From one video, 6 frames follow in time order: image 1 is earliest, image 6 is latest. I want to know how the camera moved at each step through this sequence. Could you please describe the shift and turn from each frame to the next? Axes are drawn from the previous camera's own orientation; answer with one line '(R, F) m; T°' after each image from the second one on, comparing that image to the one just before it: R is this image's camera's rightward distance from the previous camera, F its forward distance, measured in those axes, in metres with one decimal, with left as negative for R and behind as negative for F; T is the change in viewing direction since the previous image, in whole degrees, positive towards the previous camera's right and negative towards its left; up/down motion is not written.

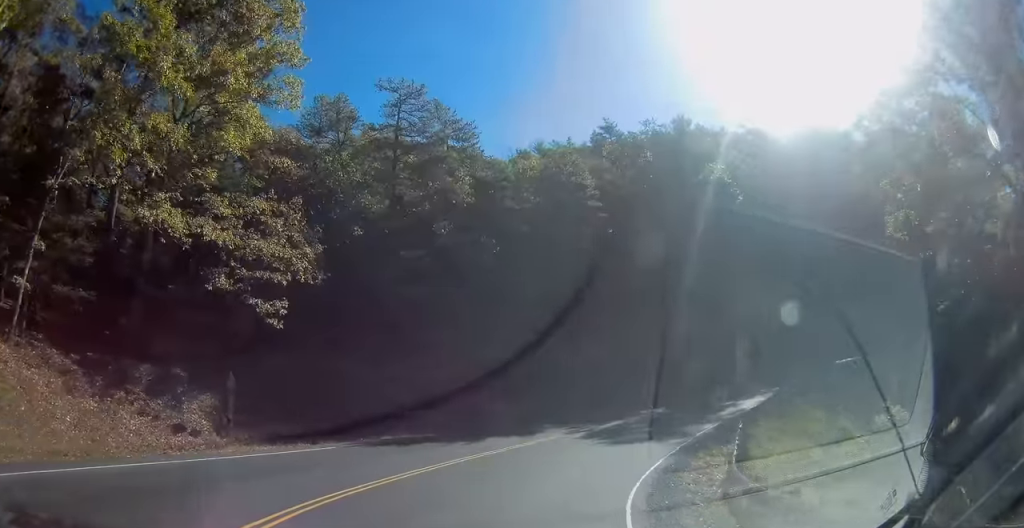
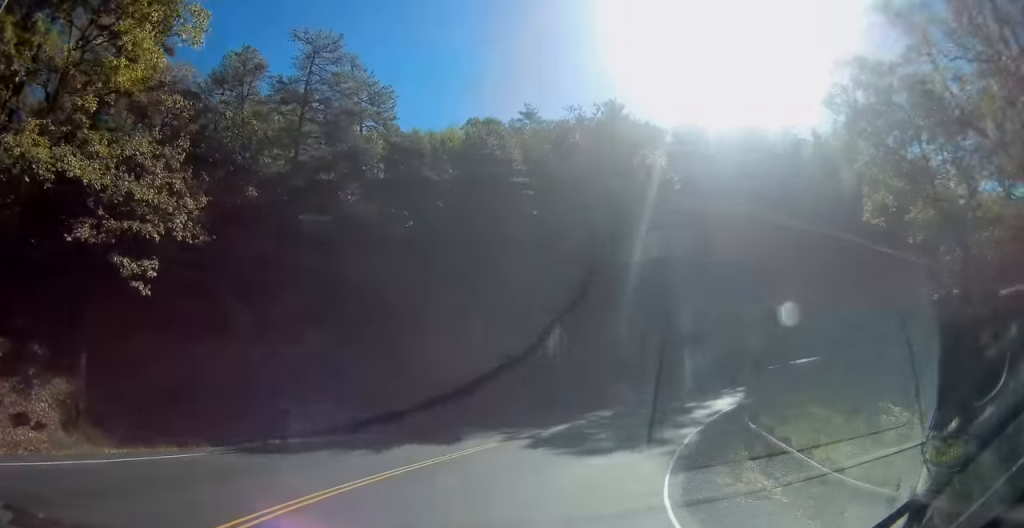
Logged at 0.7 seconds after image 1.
(+0.3, +6.2) m; +12°
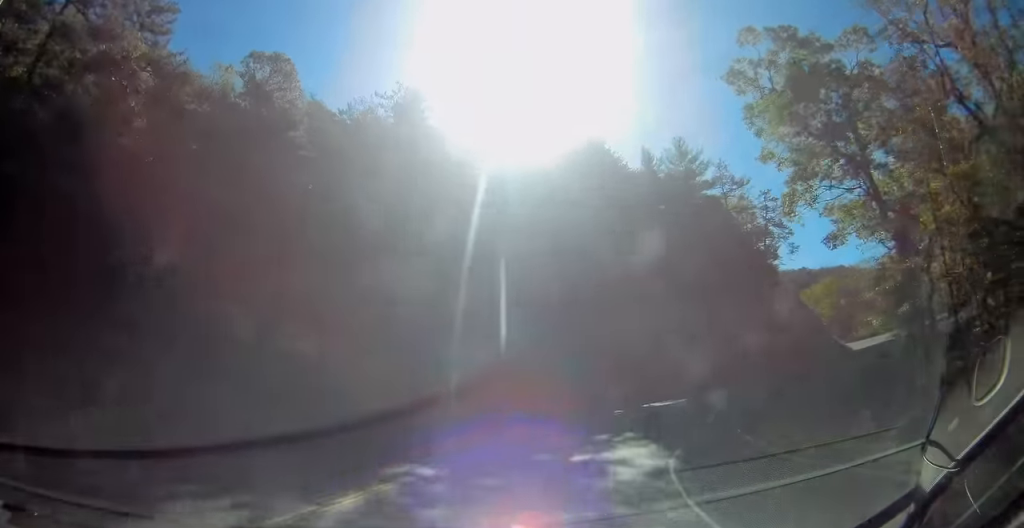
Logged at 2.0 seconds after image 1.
(+2.9, +12.6) m; +24°
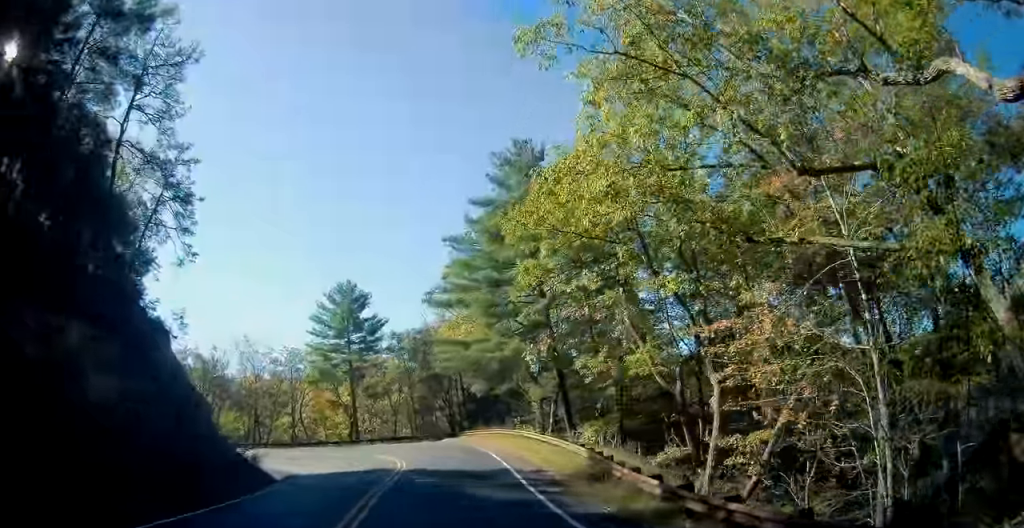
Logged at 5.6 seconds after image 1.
(+18.7, +32.1) m; +60°
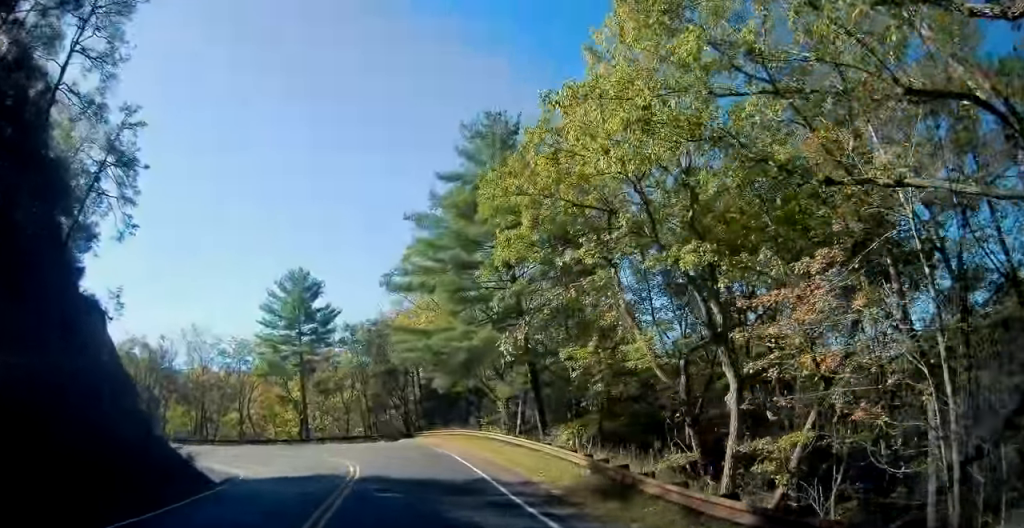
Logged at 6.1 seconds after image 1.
(+0.1, +4.6) m; +1°
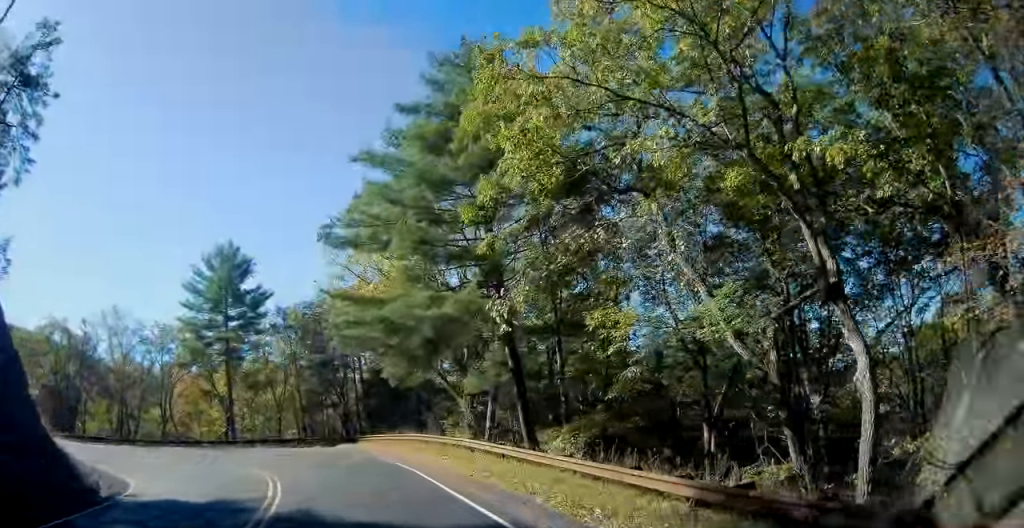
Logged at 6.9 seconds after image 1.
(+0.1, +9.1) m; +1°
